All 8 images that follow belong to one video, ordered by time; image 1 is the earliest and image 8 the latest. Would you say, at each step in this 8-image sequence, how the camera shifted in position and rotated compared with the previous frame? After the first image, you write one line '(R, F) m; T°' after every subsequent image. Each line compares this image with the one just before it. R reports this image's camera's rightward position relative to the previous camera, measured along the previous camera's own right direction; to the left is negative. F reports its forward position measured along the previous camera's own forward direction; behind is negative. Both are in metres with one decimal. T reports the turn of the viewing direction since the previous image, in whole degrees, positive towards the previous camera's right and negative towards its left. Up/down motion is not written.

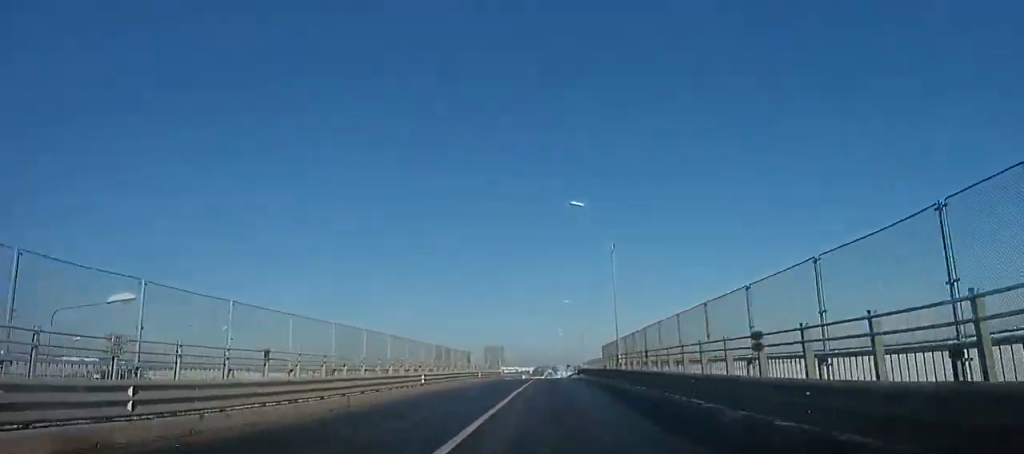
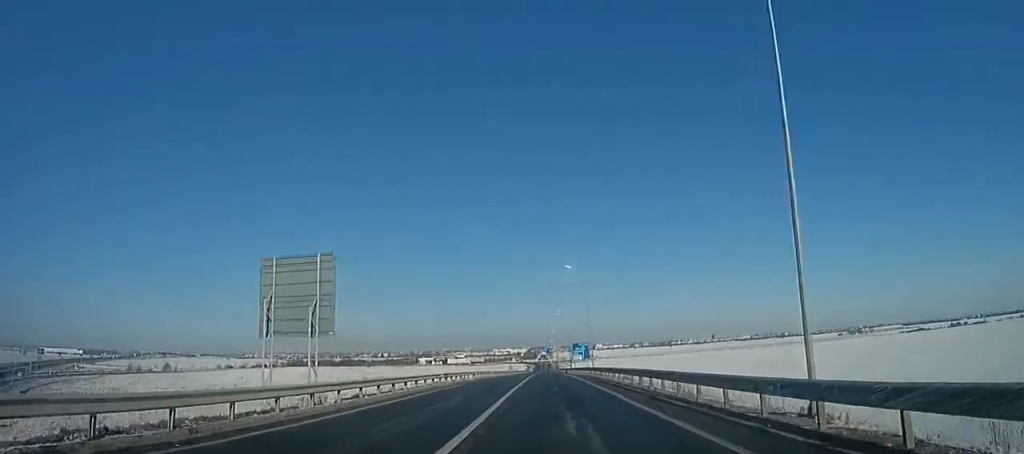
(-0.5, +59.9) m; -1°
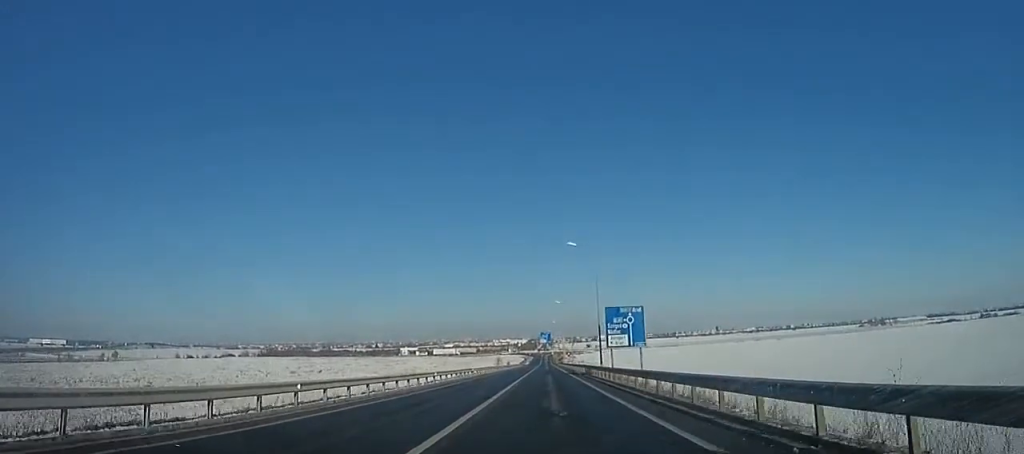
(-0.5, +47.8) m; 0°
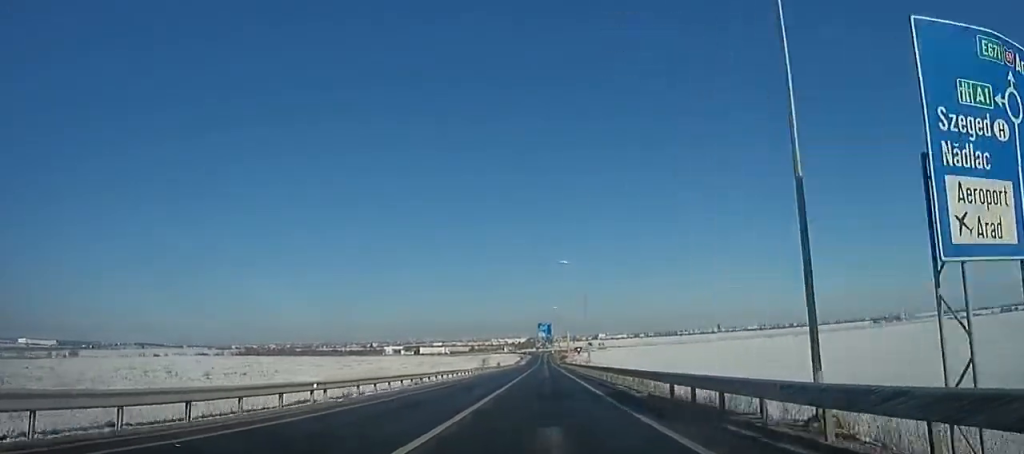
(-0.1, +31.7) m; +1°
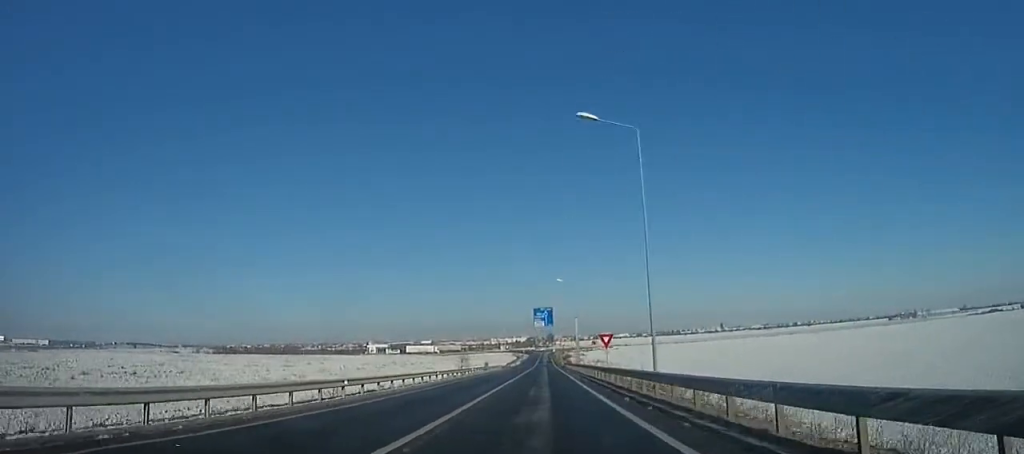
(+0.8, +28.2) m; 0°
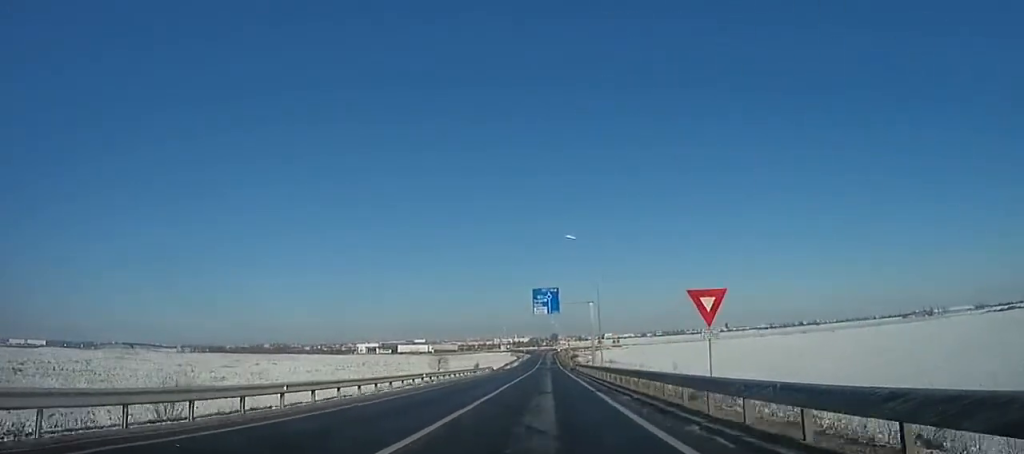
(0.0, +19.9) m; 0°
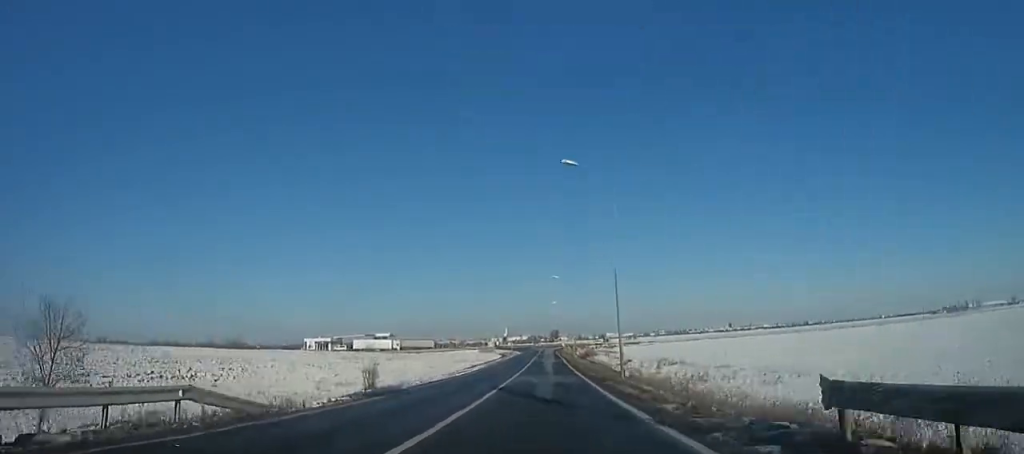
(-0.3, +51.5) m; 0°
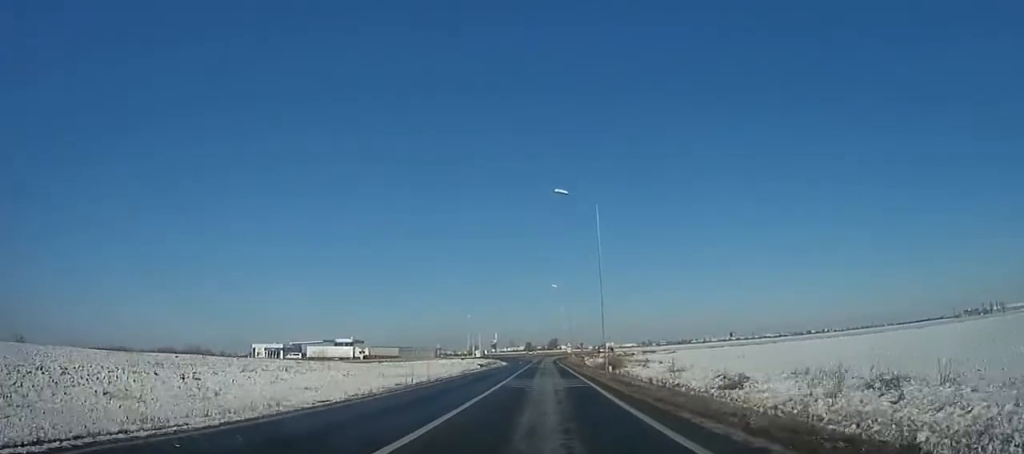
(0.0, +32.6) m; 0°
